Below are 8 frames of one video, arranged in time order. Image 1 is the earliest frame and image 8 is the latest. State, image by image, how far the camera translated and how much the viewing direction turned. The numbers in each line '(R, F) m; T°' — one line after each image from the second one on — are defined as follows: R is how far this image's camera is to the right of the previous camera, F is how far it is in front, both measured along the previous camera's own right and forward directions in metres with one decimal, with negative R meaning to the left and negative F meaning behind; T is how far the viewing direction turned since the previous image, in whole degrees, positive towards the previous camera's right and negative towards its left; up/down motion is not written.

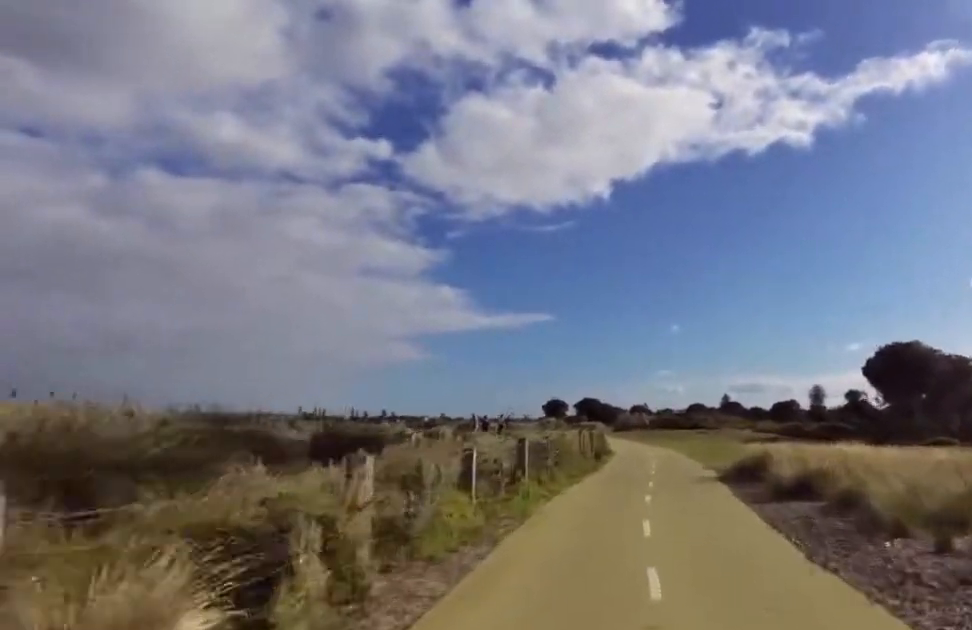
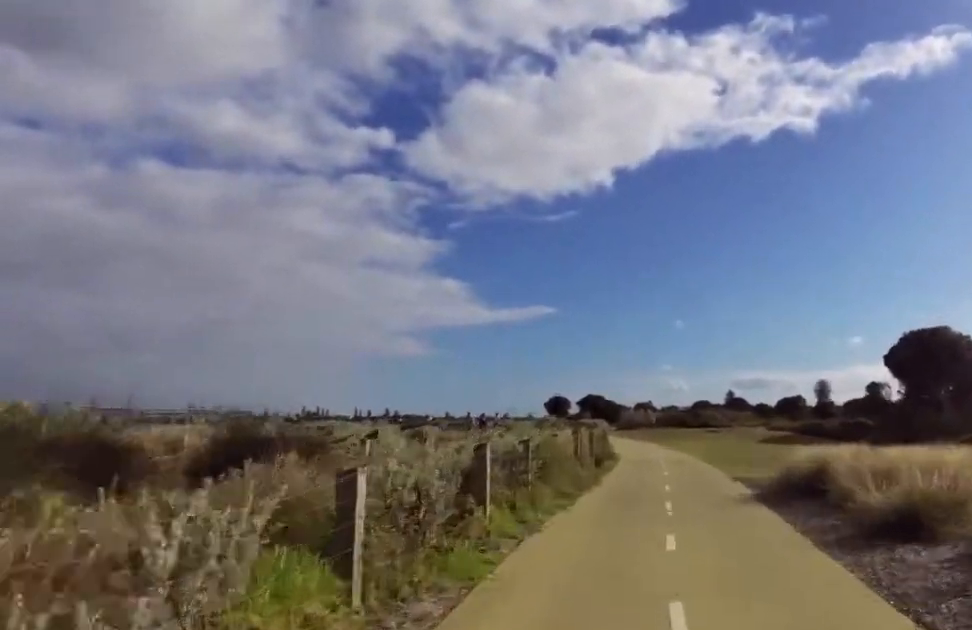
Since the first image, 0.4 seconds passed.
(+0.2, +3.6) m; 0°
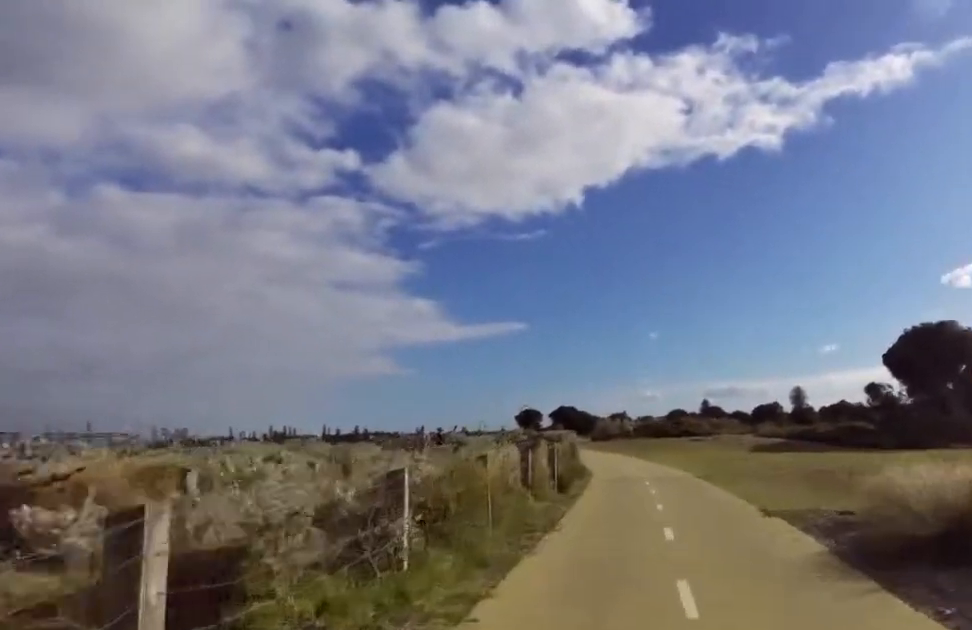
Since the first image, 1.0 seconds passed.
(+0.1, +4.9) m; -1°
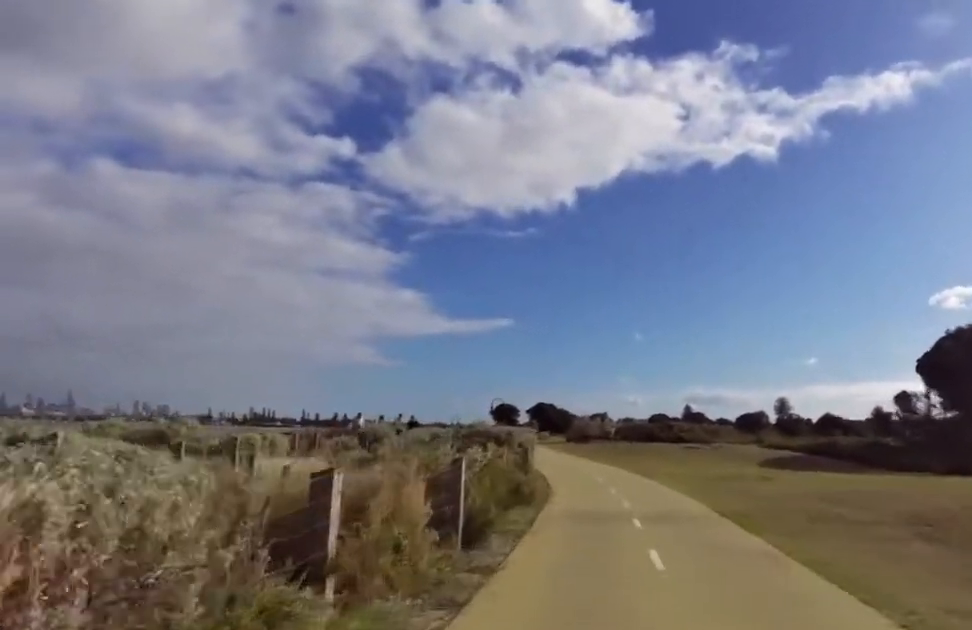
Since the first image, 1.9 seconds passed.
(-0.3, +6.9) m; -5°
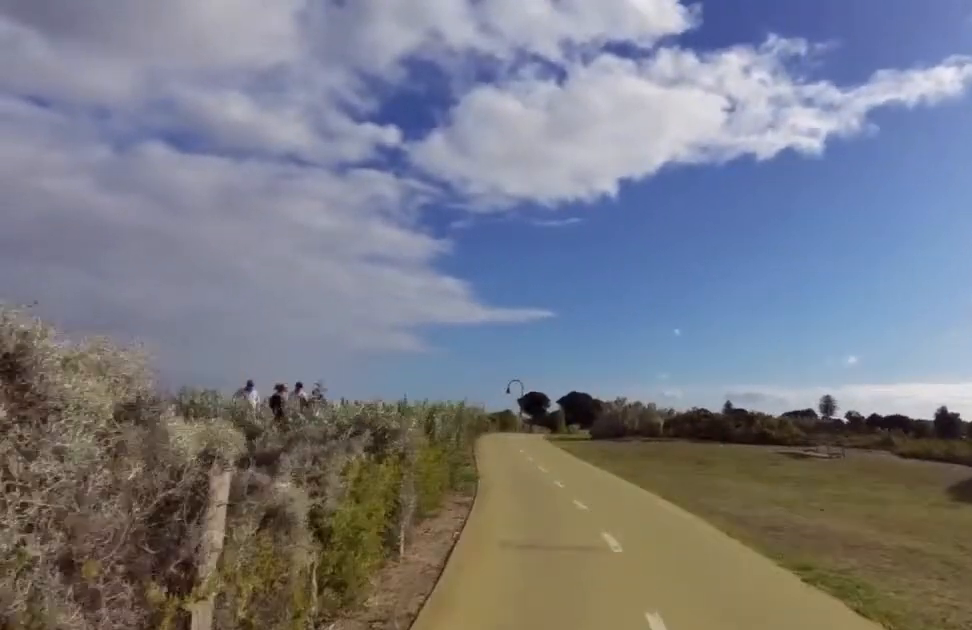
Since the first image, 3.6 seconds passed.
(-0.2, +13.7) m; -1°
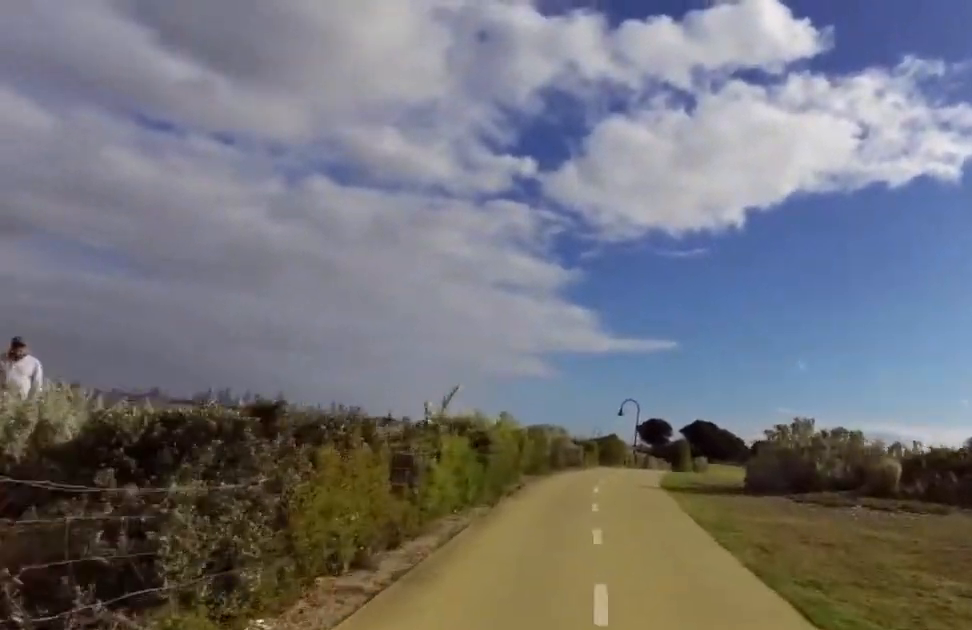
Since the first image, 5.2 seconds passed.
(-0.2, +13.1) m; 0°
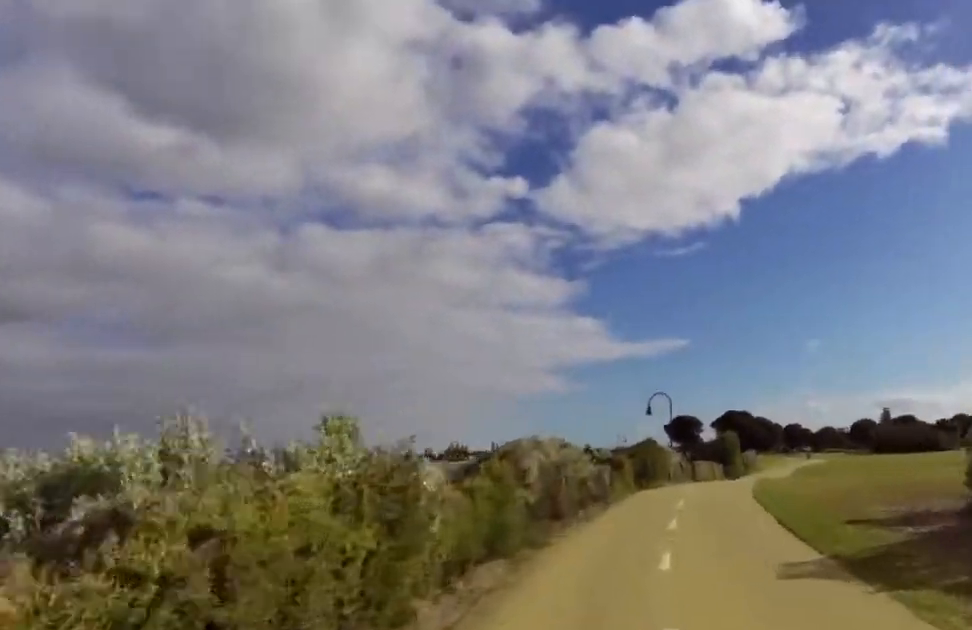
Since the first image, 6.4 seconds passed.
(+0.1, +9.8) m; 0°
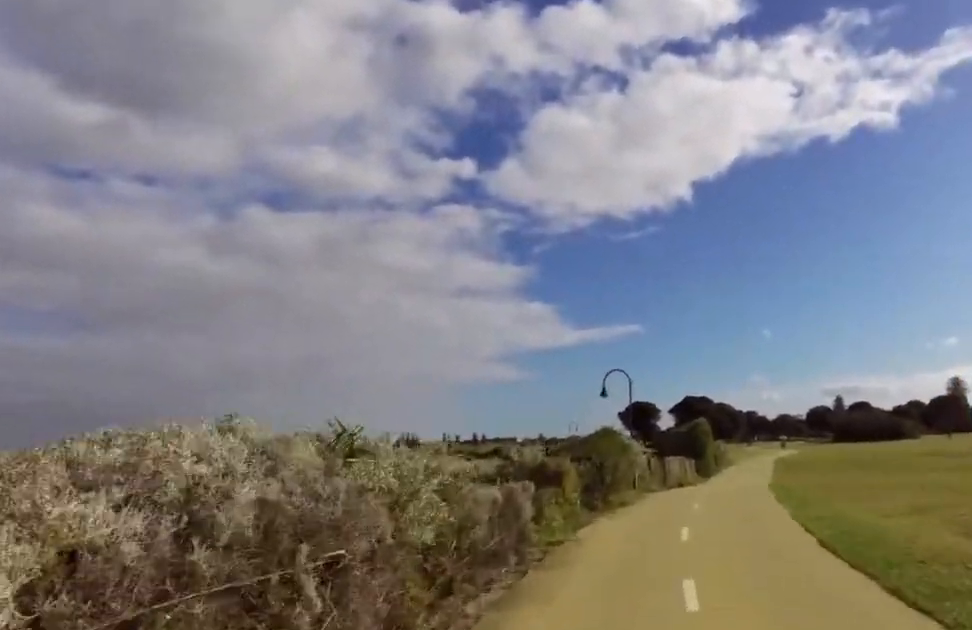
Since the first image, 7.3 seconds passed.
(0.0, +7.3) m; 0°
